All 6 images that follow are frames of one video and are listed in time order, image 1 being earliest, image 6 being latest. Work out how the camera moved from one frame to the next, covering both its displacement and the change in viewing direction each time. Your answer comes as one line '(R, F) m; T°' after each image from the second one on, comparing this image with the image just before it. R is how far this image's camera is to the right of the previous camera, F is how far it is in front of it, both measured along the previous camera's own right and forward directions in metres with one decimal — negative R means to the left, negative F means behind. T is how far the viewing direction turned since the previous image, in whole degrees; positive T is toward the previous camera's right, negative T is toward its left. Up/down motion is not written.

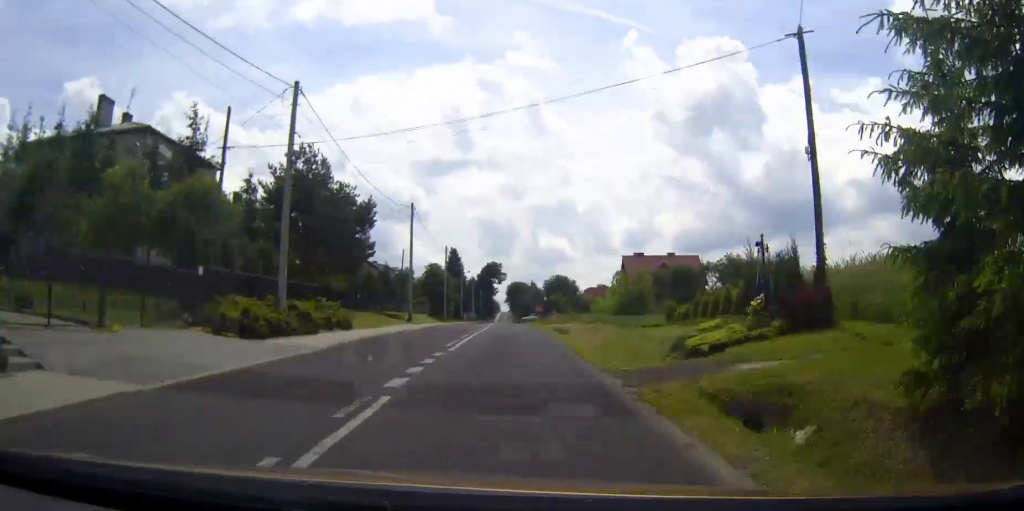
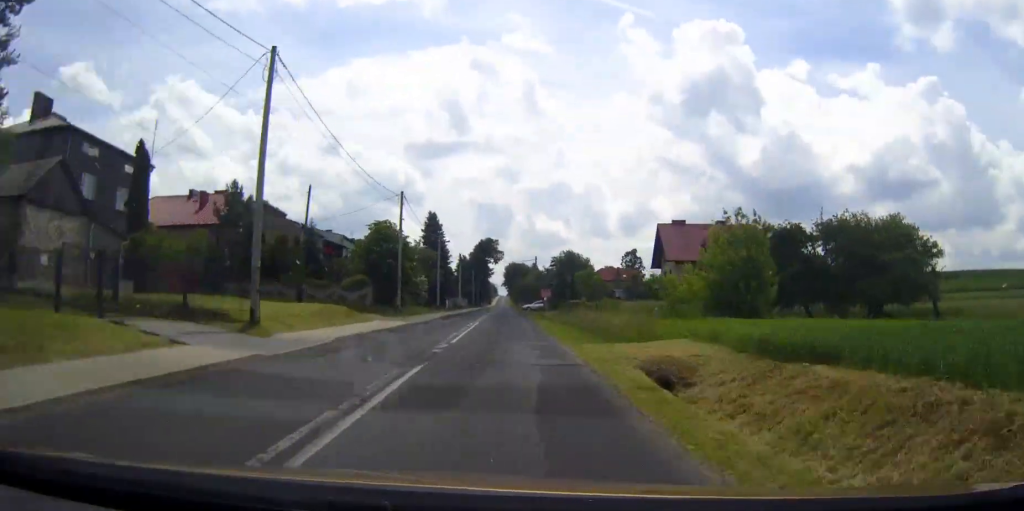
(0.0, +34.6) m; 0°
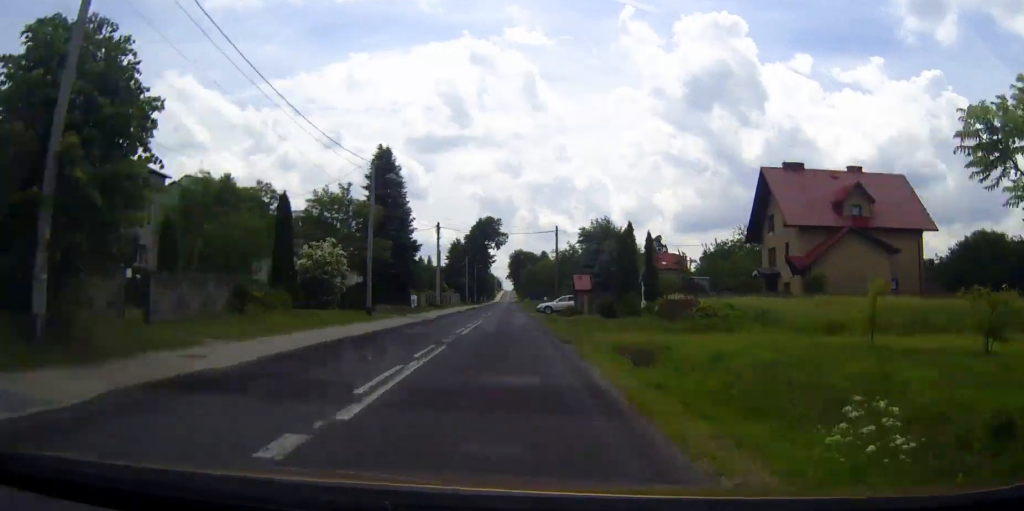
(-0.1, +41.7) m; 0°
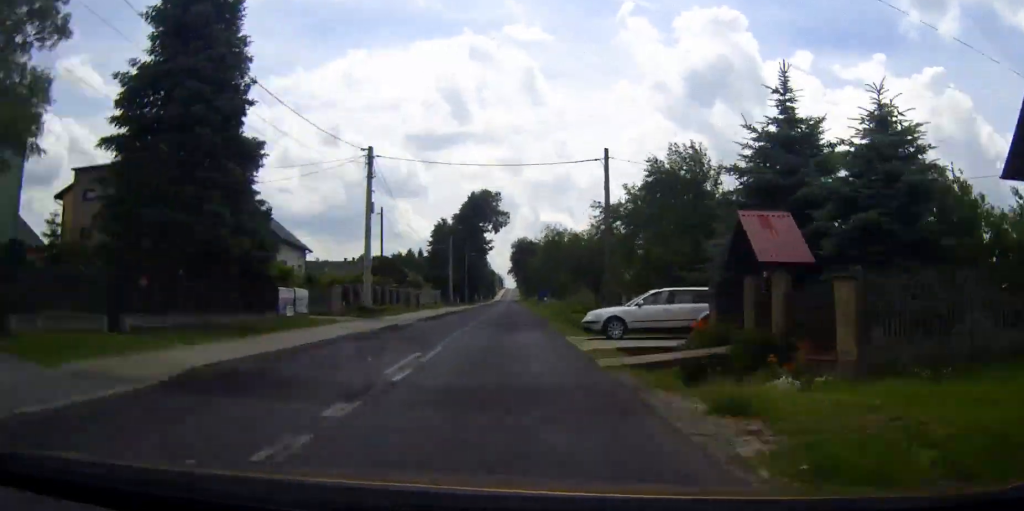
(-0.1, +37.7) m; 0°
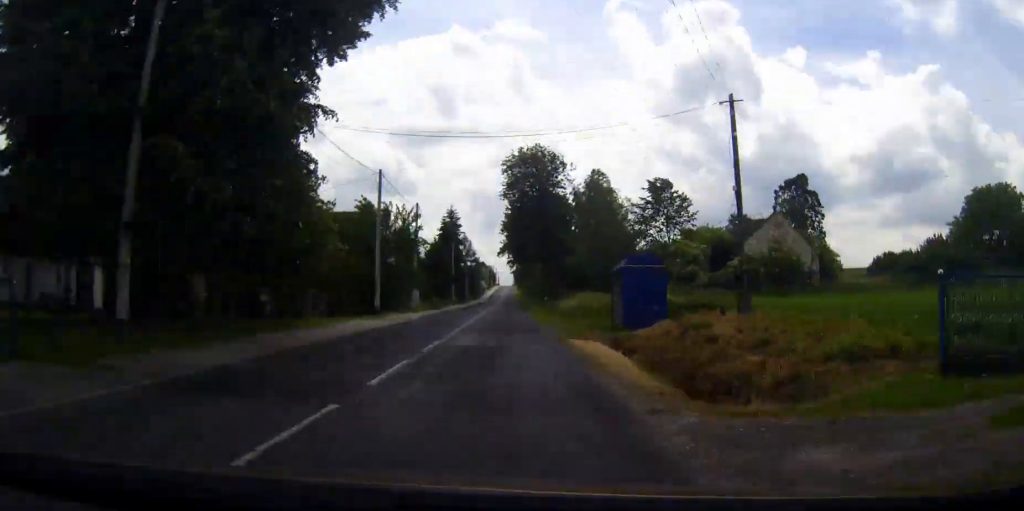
(+0.1, +103.1) m; 0°
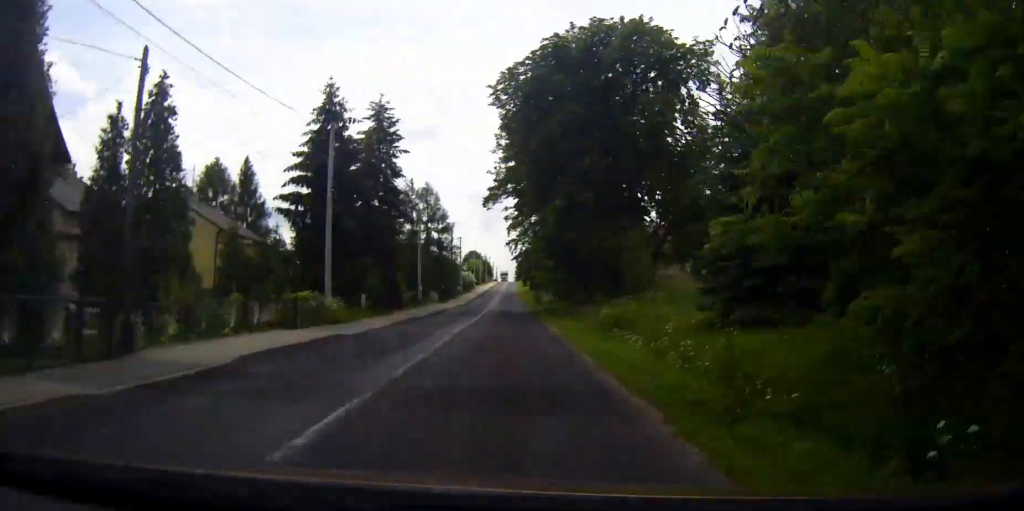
(0.0, +70.6) m; 0°
